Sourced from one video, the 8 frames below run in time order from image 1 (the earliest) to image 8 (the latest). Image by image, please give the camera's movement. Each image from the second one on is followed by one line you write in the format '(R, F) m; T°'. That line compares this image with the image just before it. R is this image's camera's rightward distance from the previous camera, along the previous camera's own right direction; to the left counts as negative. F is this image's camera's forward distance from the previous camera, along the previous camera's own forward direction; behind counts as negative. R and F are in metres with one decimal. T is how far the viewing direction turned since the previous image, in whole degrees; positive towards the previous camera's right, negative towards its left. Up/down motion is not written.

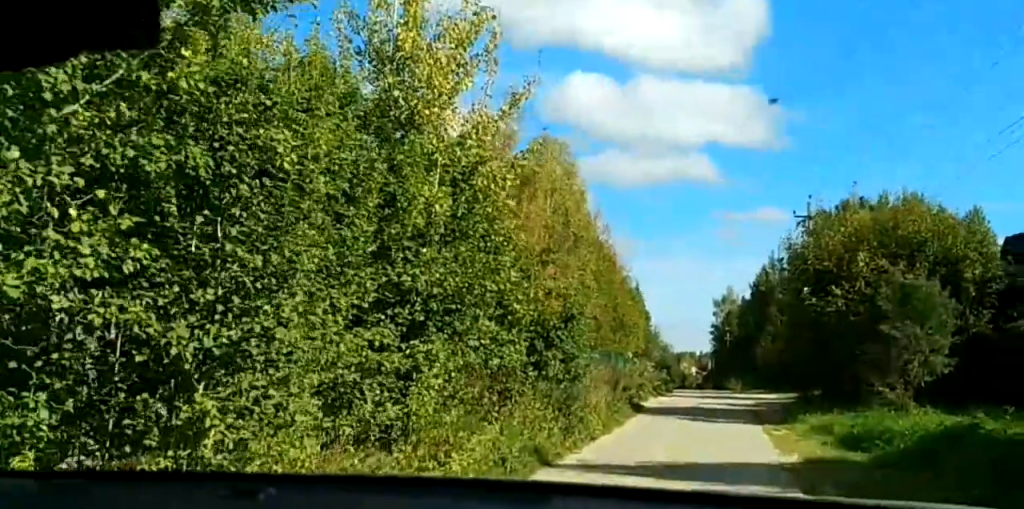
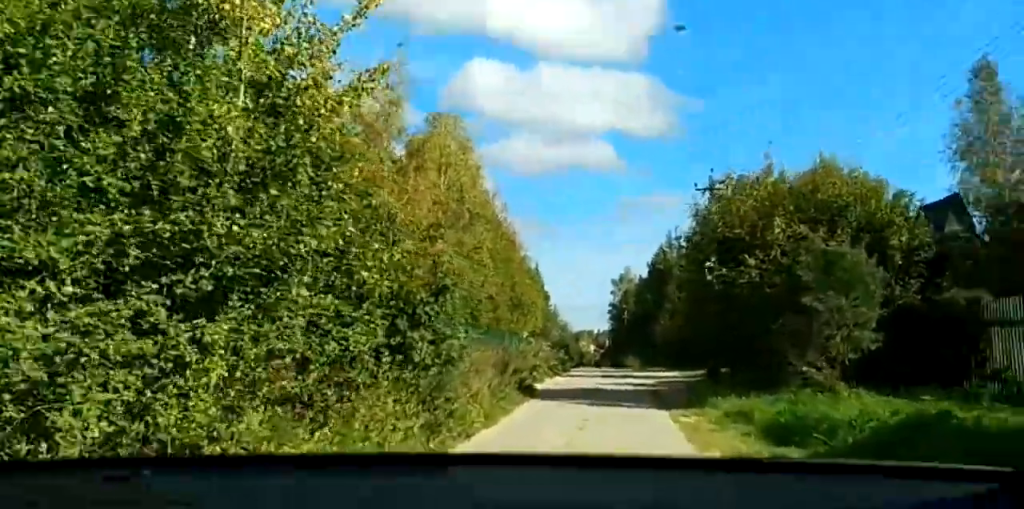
(+1.0, +5.8) m; +8°
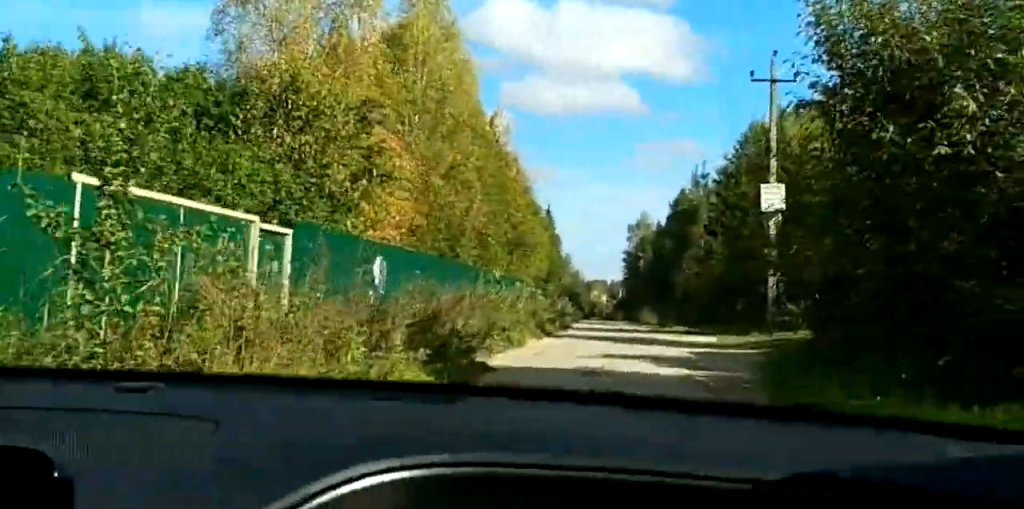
(+2.2, +20.9) m; +6°
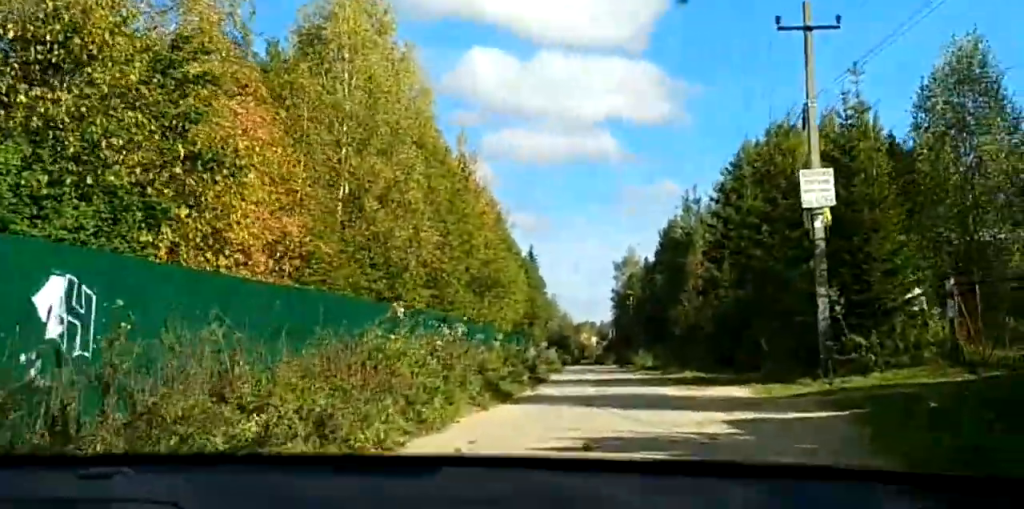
(-0.4, +15.0) m; +3°
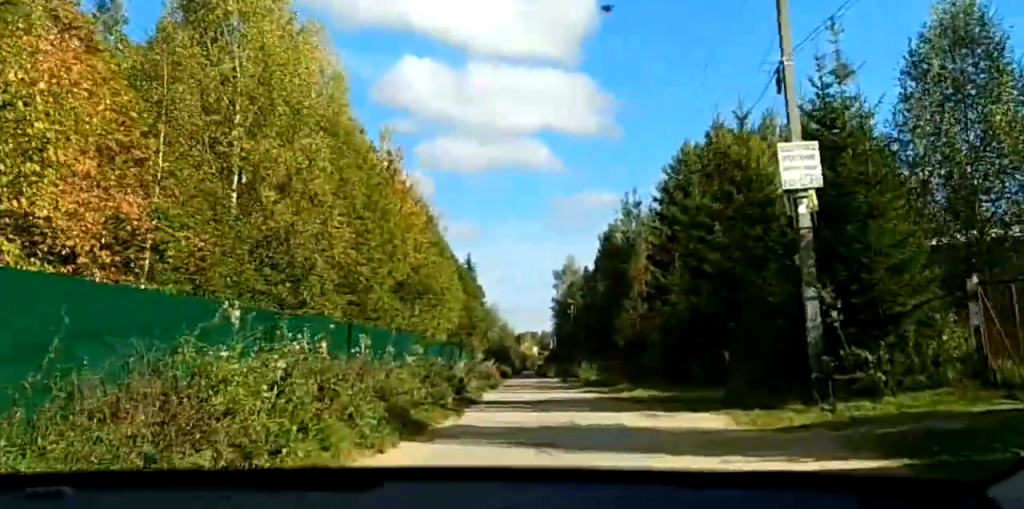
(+0.5, +7.3) m; +3°
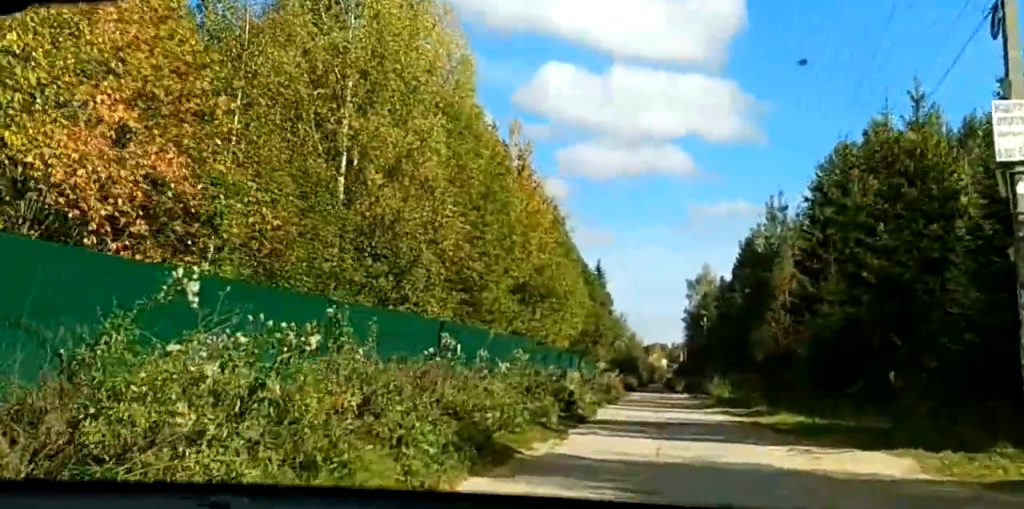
(+0.6, +5.9) m; +2°
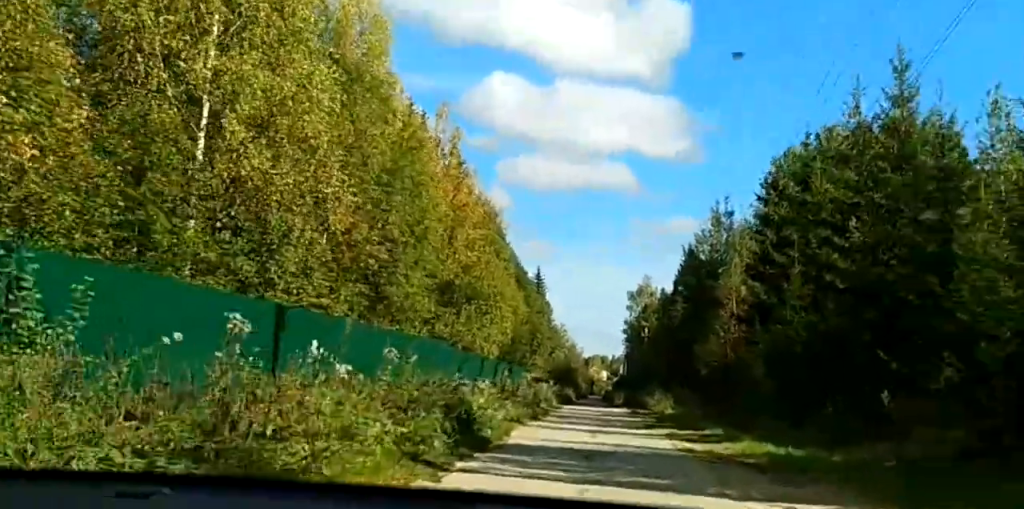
(-0.4, +8.2) m; -3°
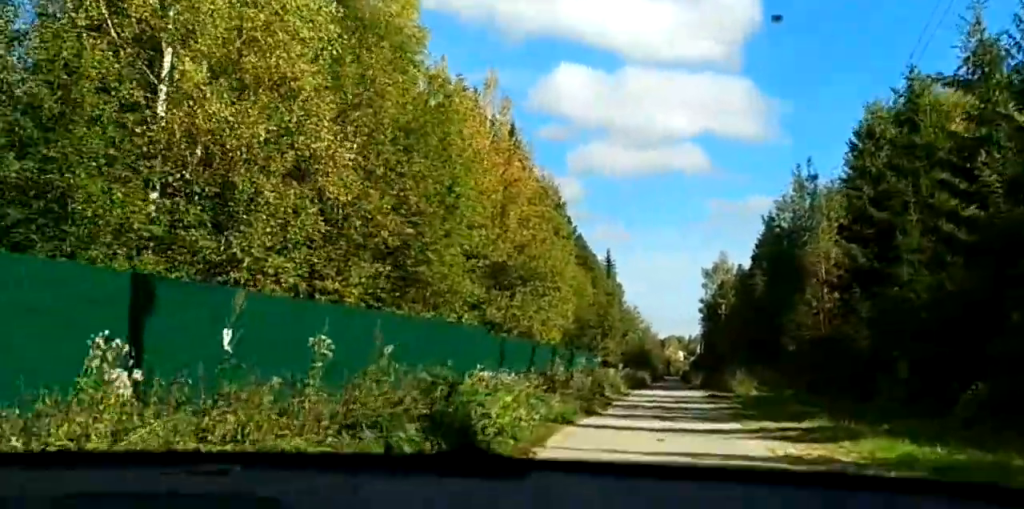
(-0.2, +6.9) m; -3°
